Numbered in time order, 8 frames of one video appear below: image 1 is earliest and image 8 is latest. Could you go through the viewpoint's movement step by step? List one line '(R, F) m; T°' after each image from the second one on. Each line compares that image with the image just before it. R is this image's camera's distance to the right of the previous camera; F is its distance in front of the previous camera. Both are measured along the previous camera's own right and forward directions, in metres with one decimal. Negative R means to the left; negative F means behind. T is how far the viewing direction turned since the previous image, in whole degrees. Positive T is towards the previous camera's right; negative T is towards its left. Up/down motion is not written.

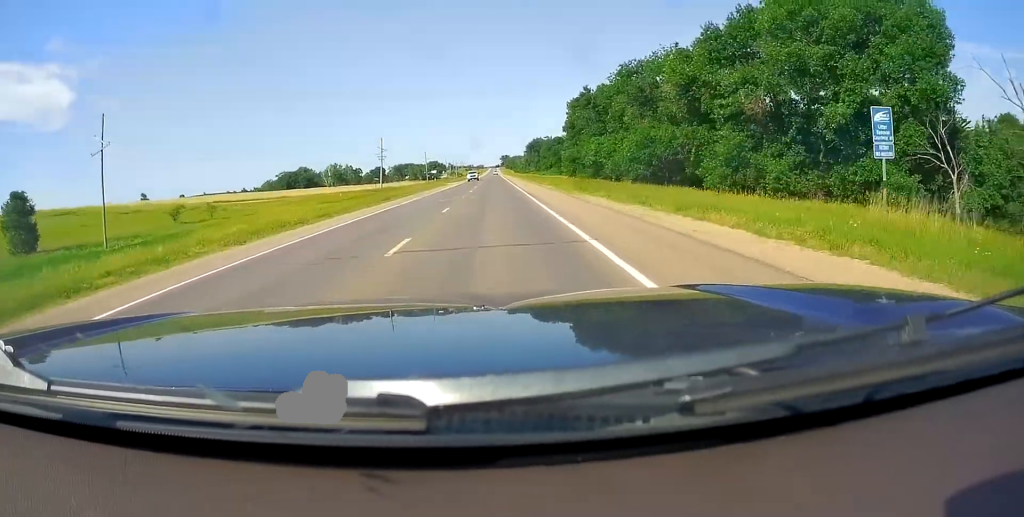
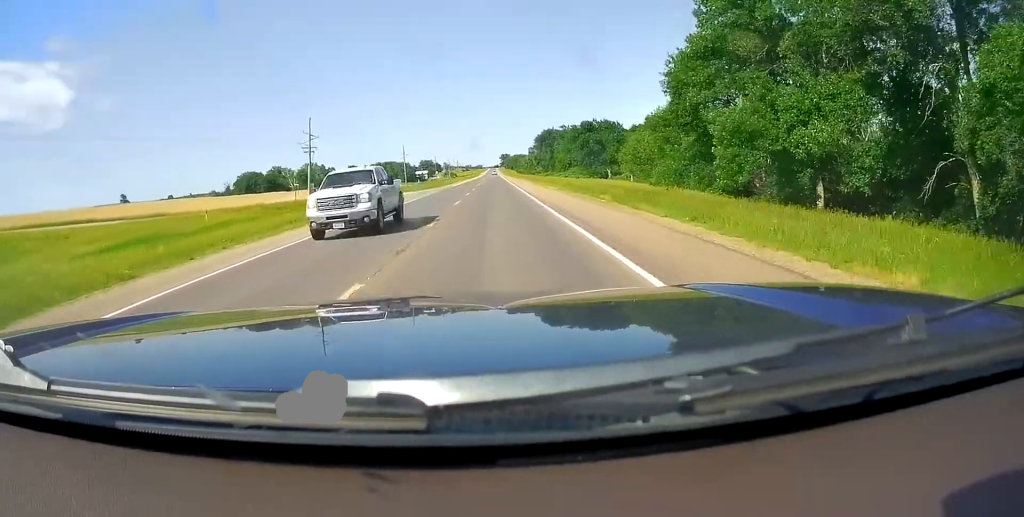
(-1.1, +55.1) m; -1°
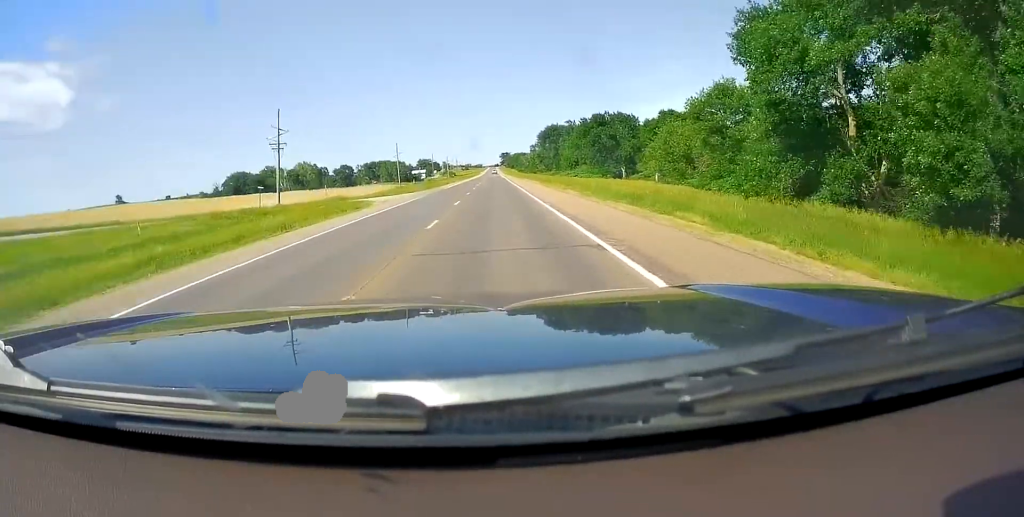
(+0.1, +13.0) m; 0°
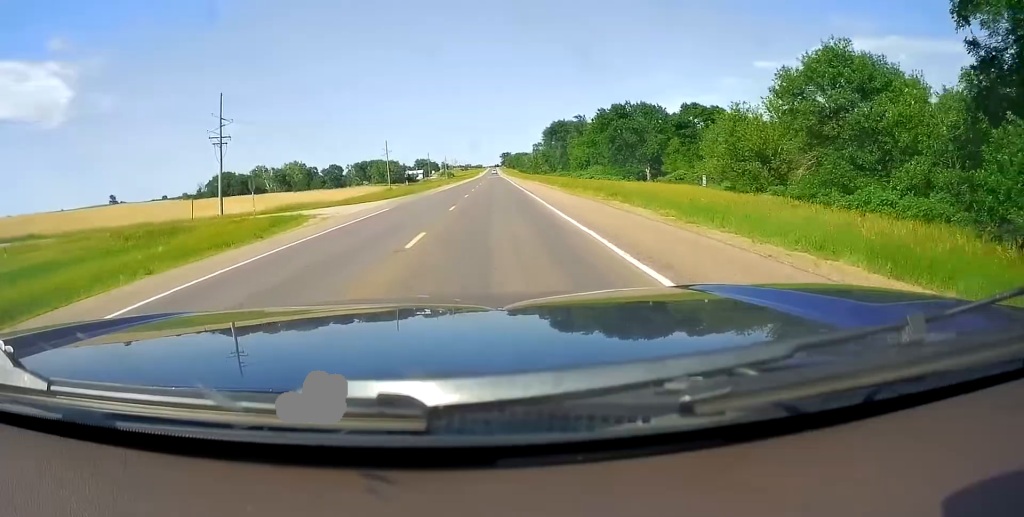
(0.0, +16.5) m; +1°
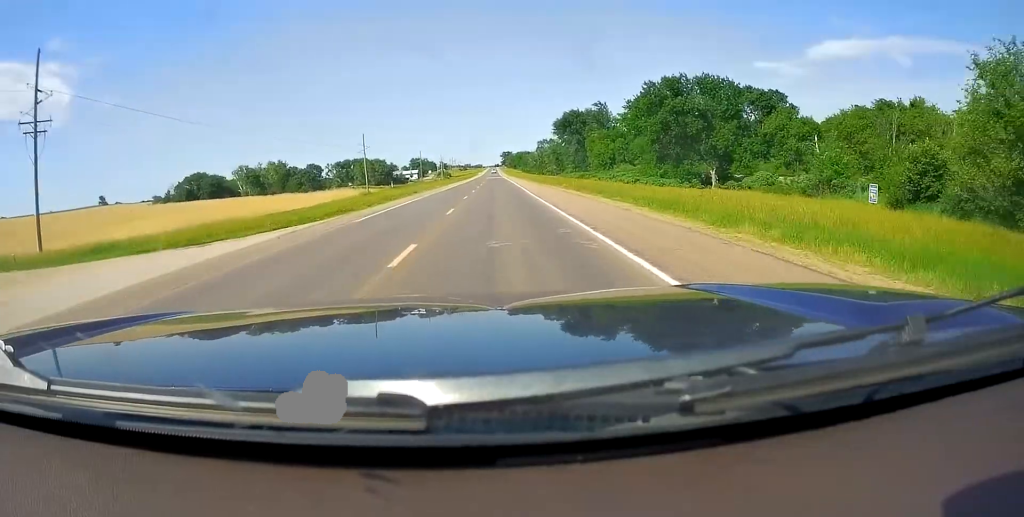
(+0.1, +26.7) m; +1°
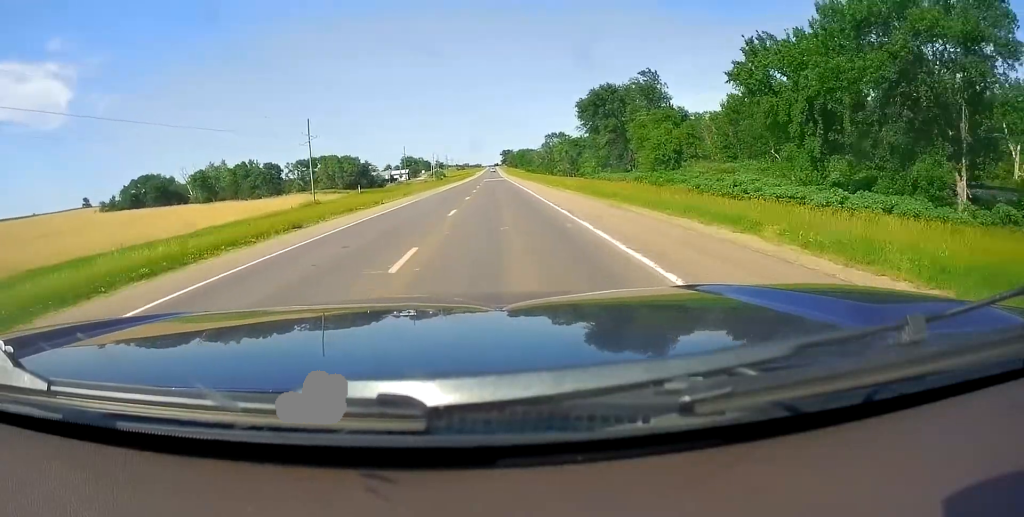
(+0.4, +37.1) m; 0°
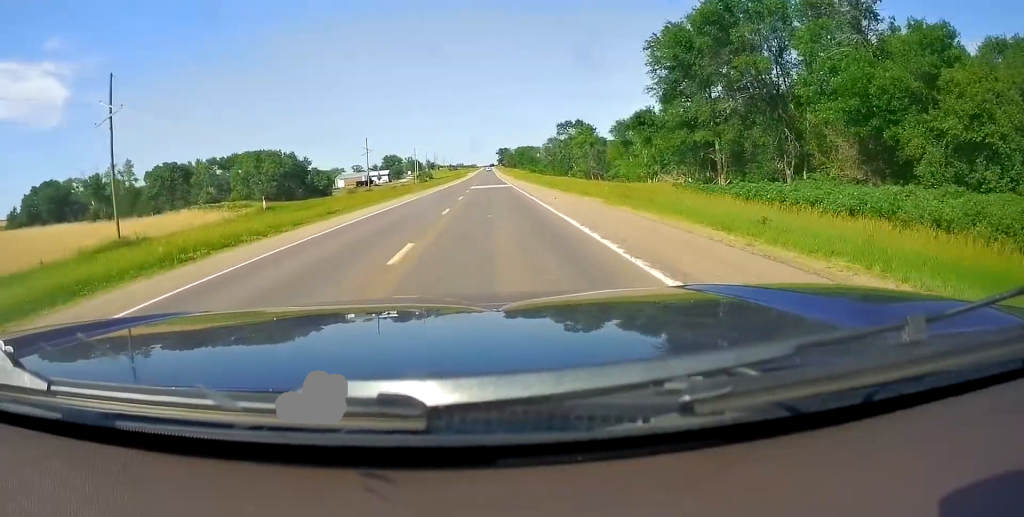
(-0.3, +48.1) m; 0°
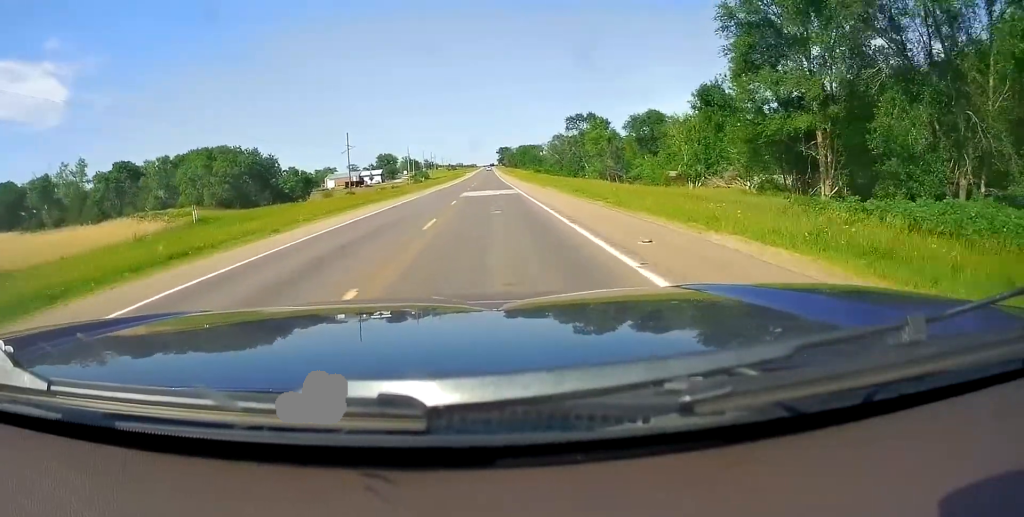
(+0.2, +17.6) m; 0°
